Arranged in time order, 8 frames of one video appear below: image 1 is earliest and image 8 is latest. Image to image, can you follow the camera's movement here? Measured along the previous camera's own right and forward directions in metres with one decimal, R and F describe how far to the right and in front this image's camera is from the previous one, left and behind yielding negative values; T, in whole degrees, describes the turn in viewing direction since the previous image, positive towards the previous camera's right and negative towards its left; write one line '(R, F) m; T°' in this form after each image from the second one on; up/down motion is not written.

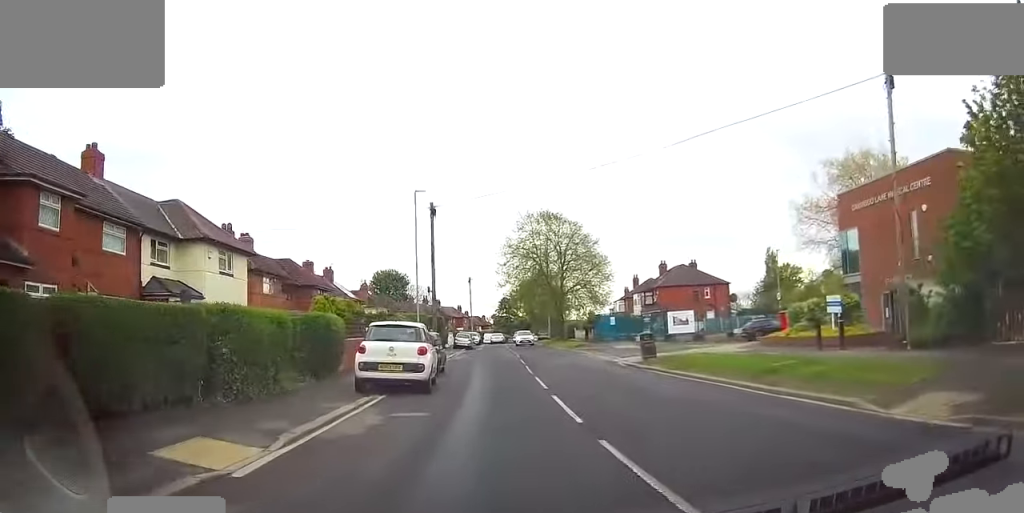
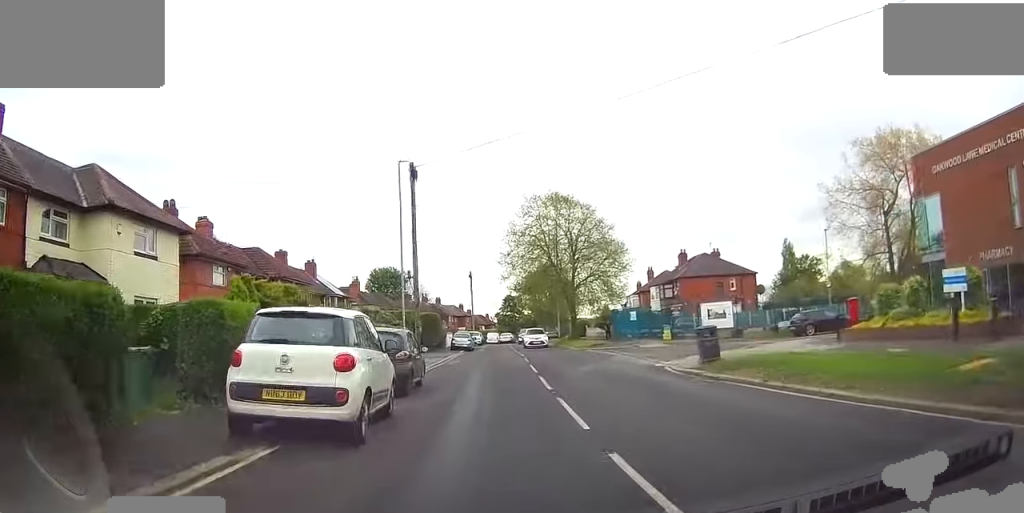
(0.0, +7.5) m; 0°
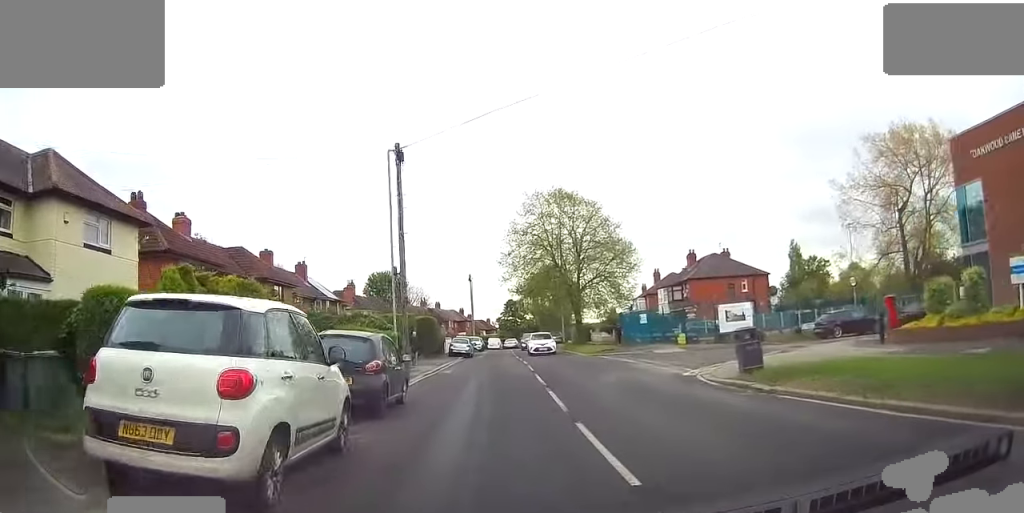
(+0.1, +3.2) m; 0°
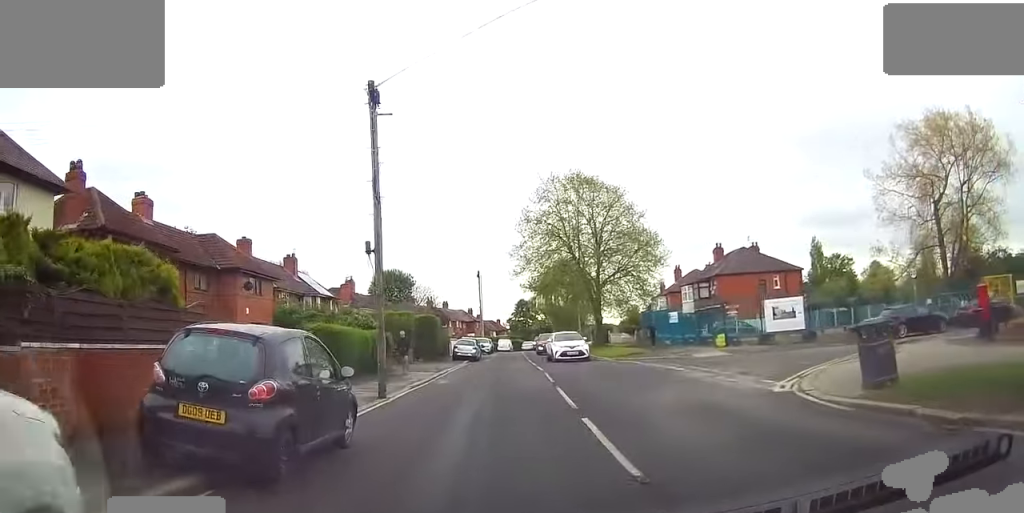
(-0.2, +5.7) m; -1°
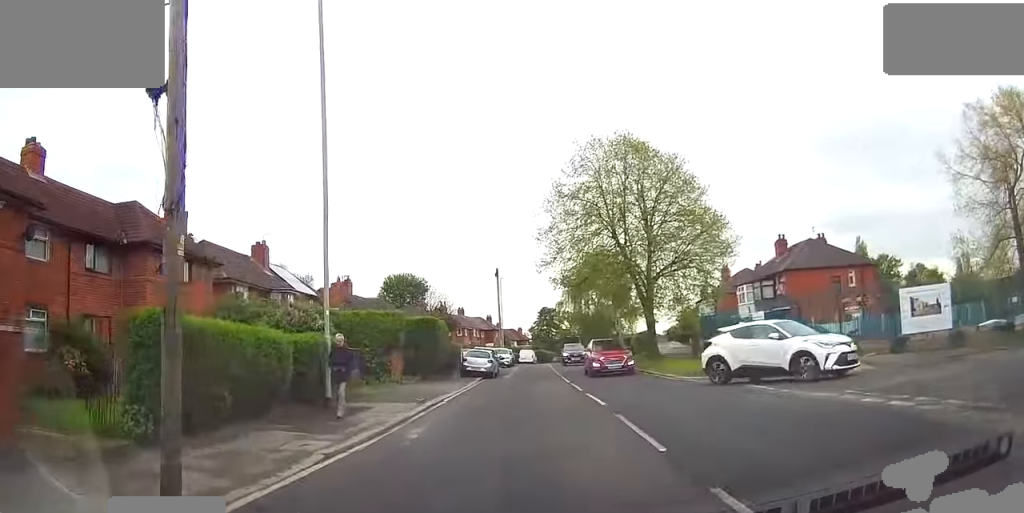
(-0.1, +11.1) m; -2°
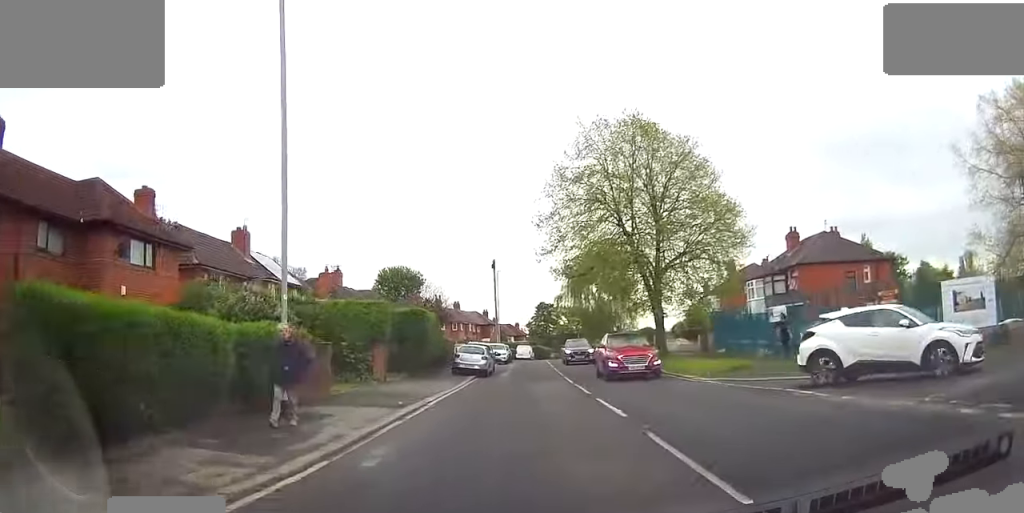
(0.0, +2.7) m; -2°
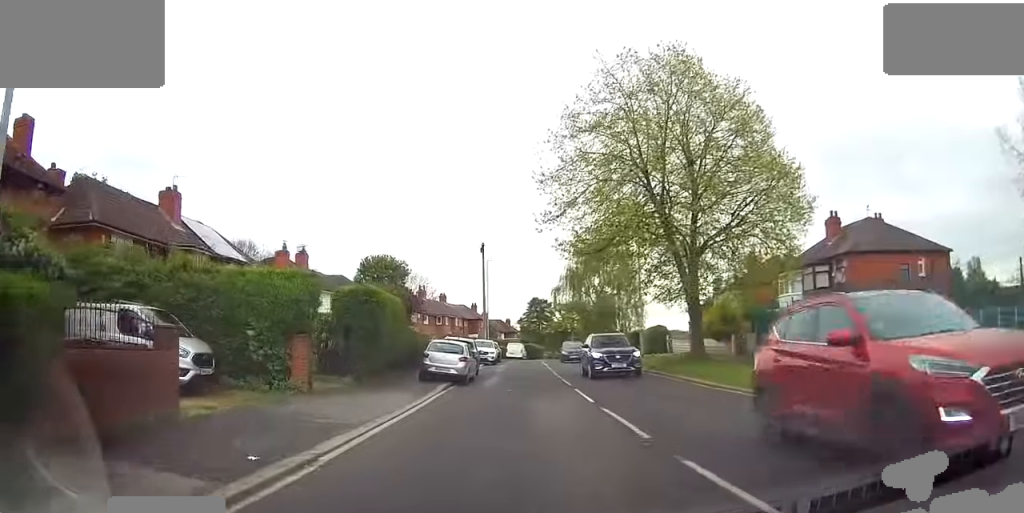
(-0.4, +7.9) m; -2°
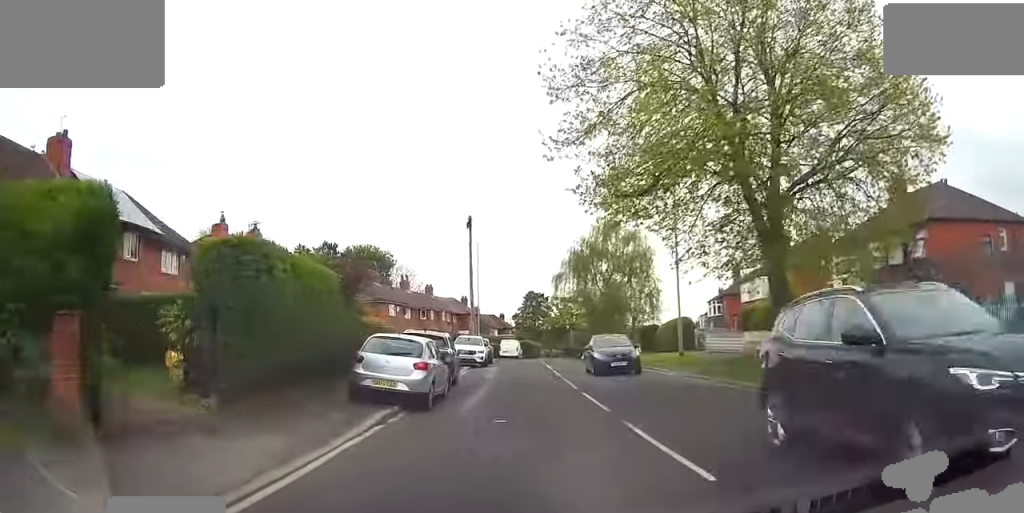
(+0.3, +8.7) m; +5°
